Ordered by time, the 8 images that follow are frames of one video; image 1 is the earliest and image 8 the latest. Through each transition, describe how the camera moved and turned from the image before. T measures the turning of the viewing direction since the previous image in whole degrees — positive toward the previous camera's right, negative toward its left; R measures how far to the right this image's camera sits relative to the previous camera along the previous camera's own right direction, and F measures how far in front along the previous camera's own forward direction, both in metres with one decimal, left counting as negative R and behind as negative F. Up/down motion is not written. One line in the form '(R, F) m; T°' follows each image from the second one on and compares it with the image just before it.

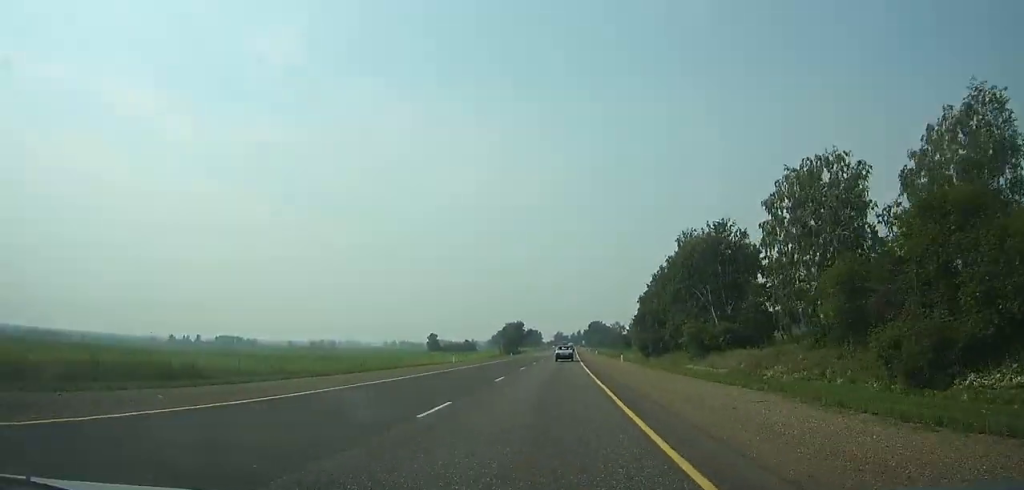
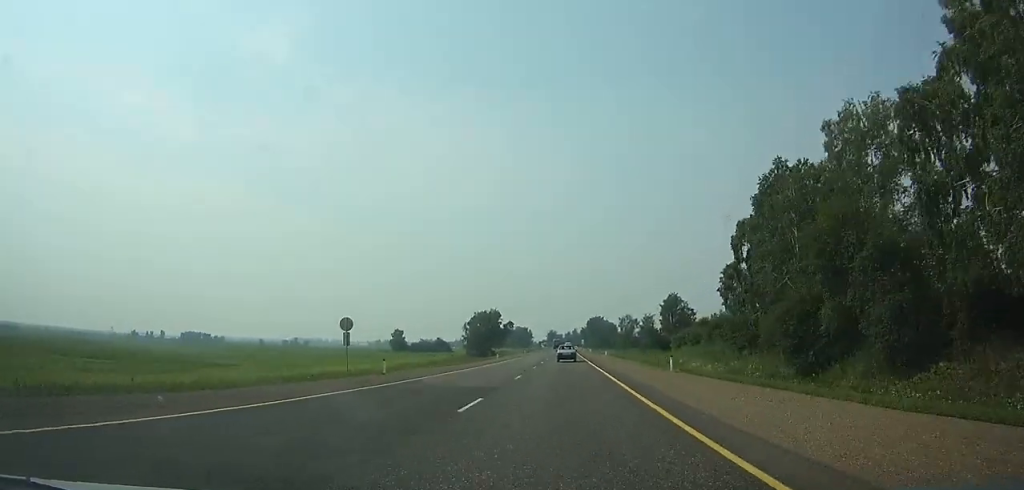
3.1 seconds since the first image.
(+0.7, +70.9) m; +1°
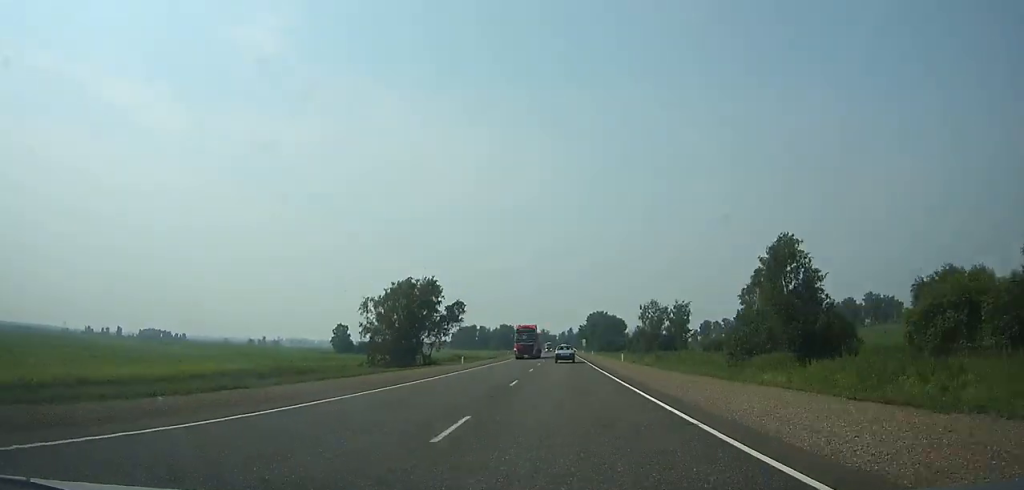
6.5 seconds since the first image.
(+0.2, +74.3) m; 0°
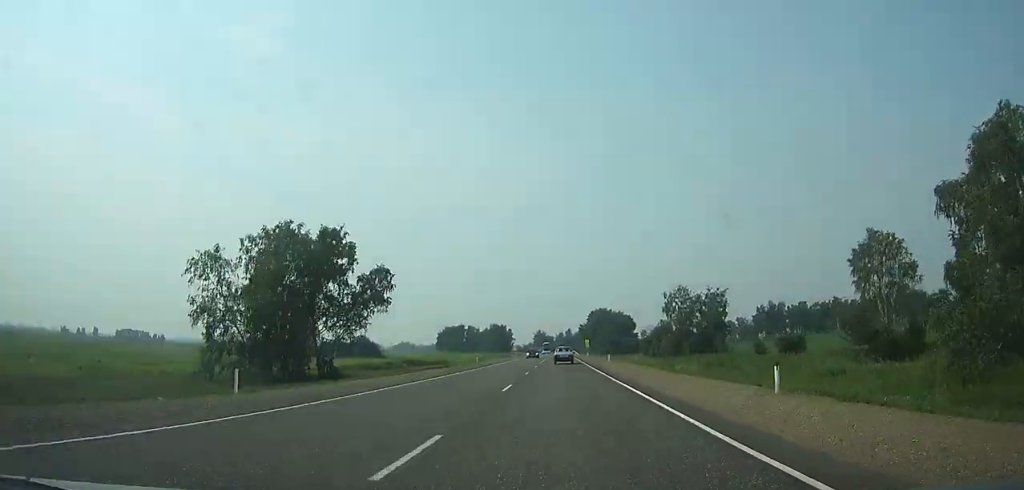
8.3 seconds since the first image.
(-0.2, +38.2) m; 0°
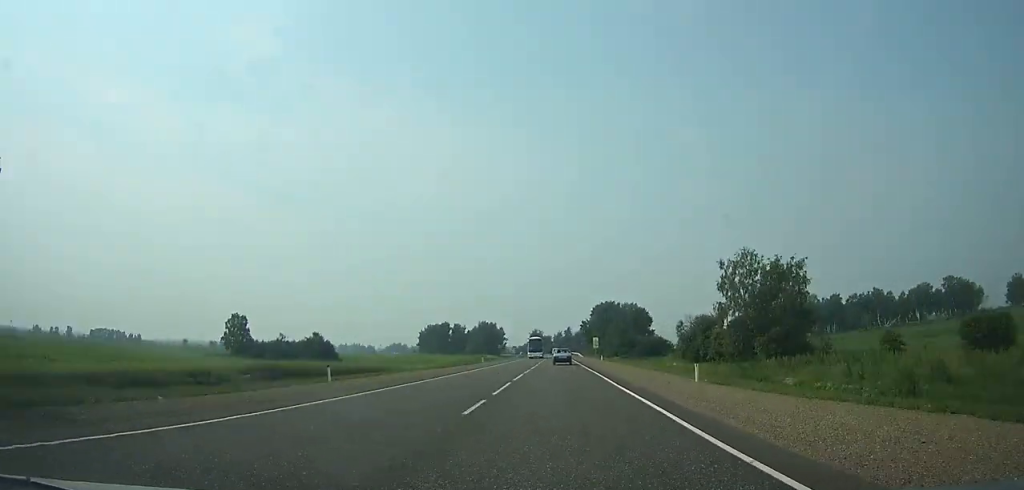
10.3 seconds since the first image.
(+0.5, +41.8) m; +1°
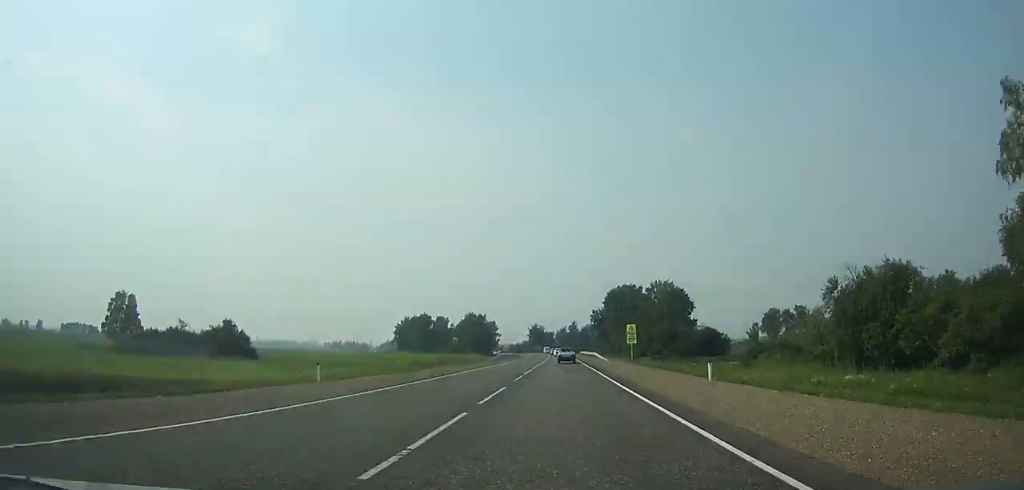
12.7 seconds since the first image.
(+0.2, +52.0) m; 0°
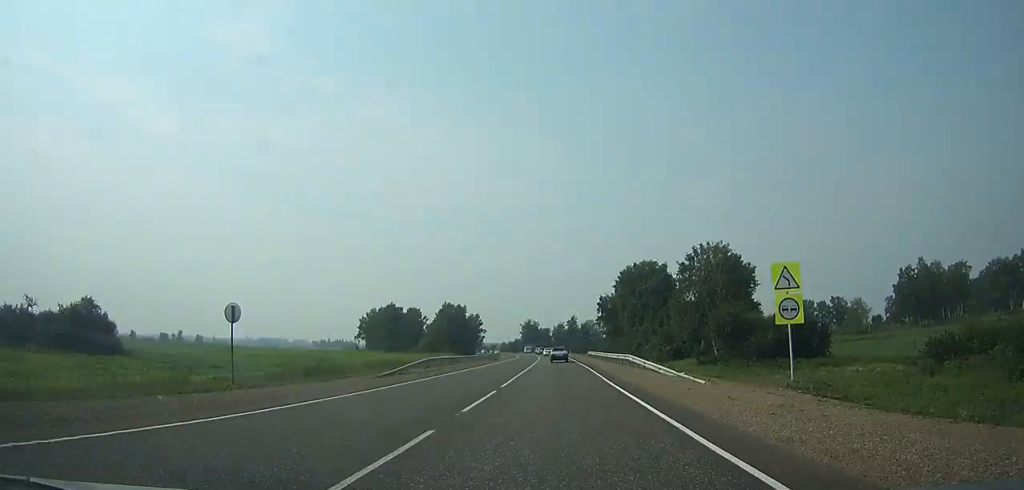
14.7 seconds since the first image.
(+0.1, +44.6) m; 0°
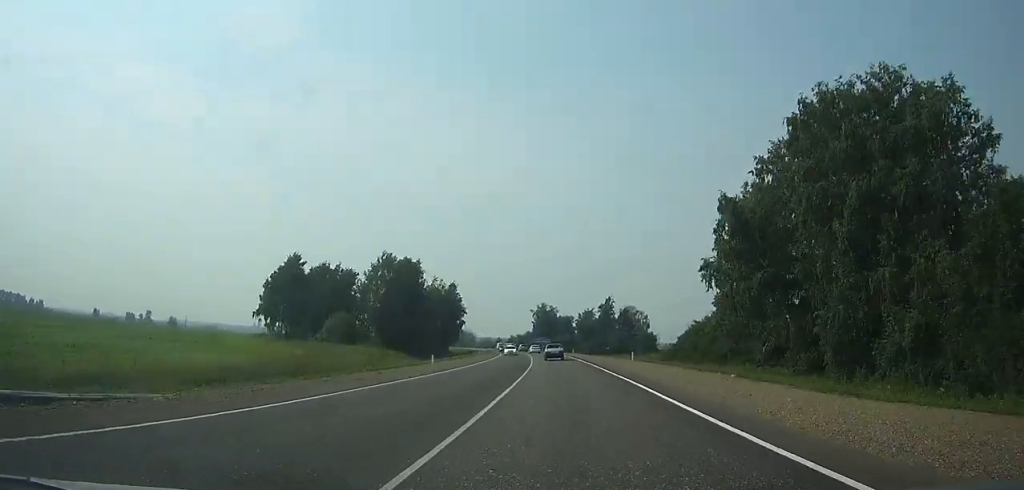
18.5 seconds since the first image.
(-1.6, +85.8) m; -3°
